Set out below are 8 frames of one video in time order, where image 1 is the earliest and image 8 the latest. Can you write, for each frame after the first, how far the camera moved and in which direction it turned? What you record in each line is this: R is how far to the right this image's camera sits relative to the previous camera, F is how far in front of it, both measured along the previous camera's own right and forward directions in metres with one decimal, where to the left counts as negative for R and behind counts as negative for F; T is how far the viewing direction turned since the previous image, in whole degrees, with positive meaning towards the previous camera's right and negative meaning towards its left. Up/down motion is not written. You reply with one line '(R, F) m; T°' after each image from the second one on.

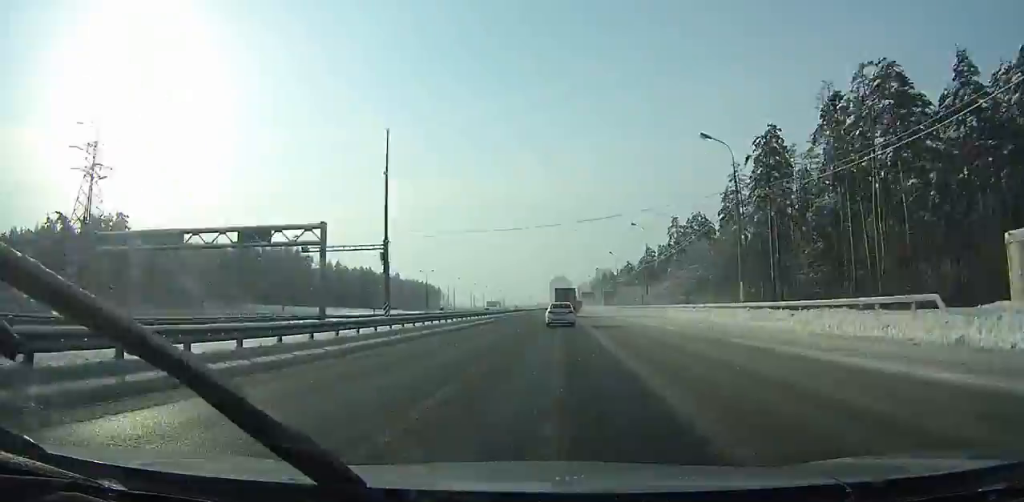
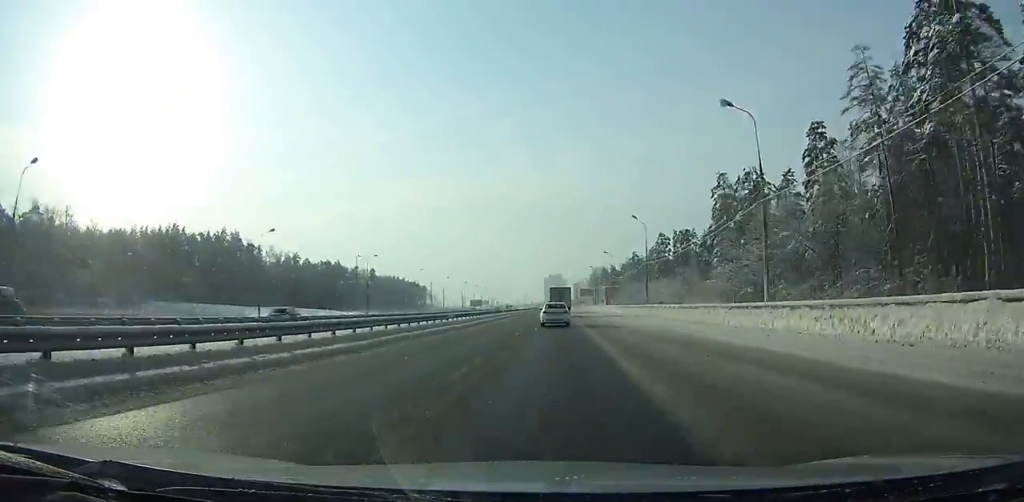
(+0.1, +45.7) m; 0°
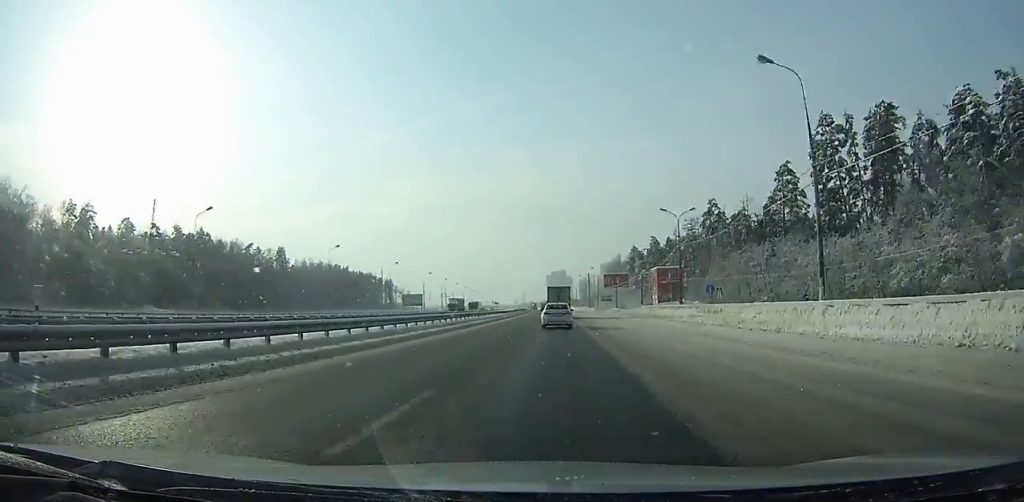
(-0.7, +131.6) m; -1°
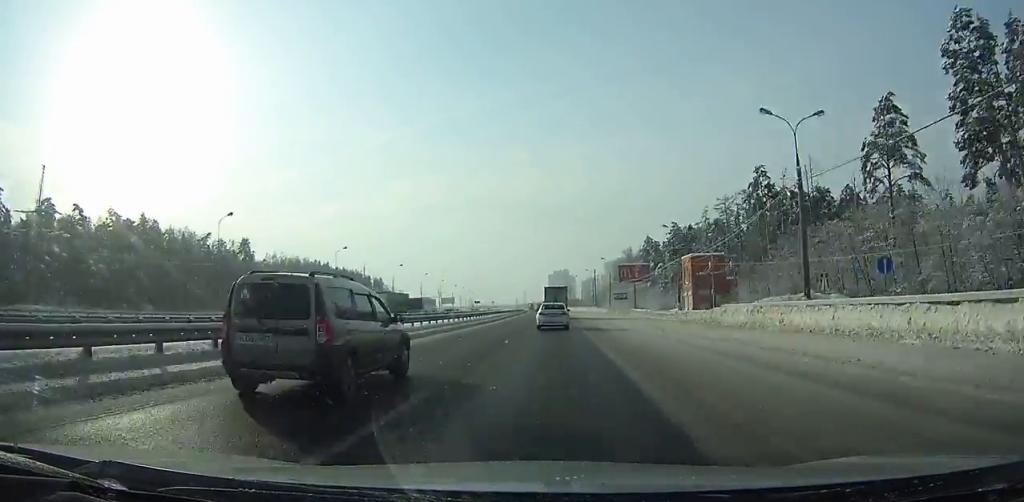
(0.0, +32.7) m; 0°
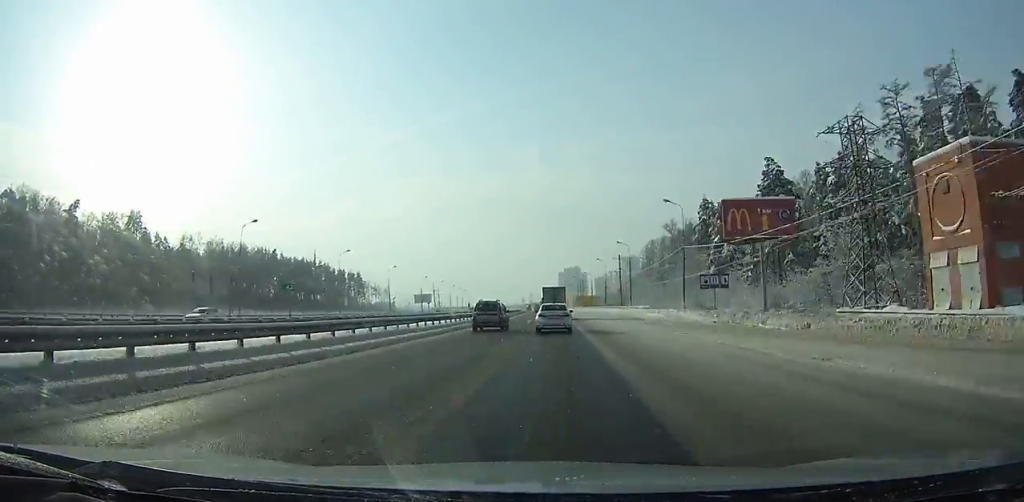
(-0.3, +69.3) m; -1°
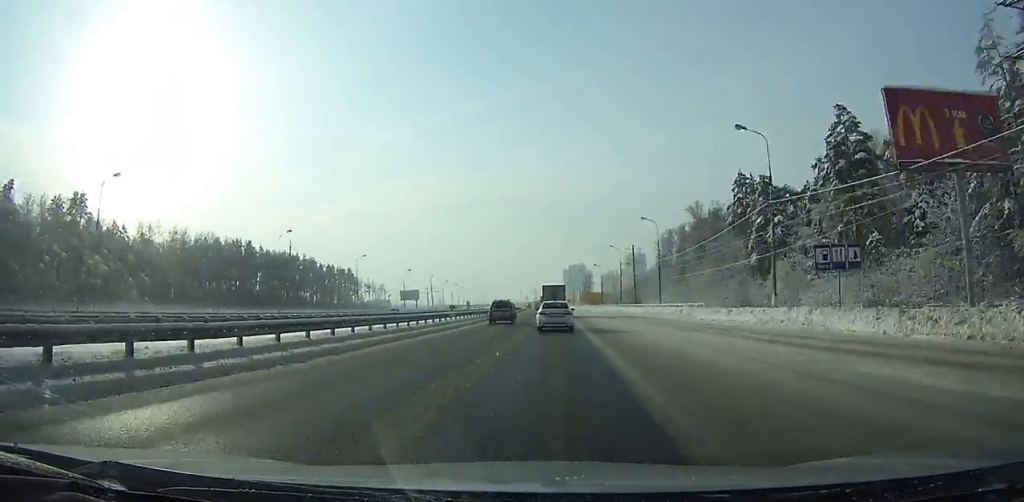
(0.0, +24.4) m; -1°
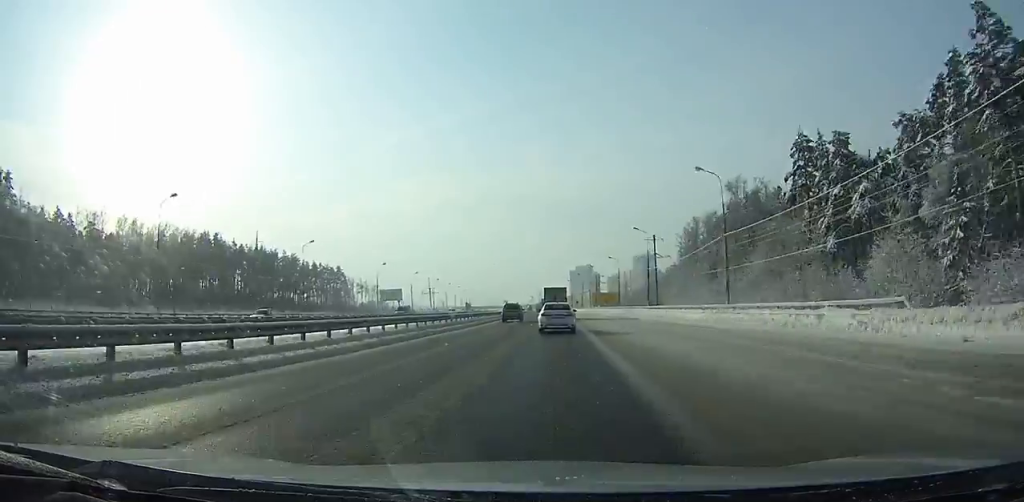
(-0.3, +26.4) m; -1°
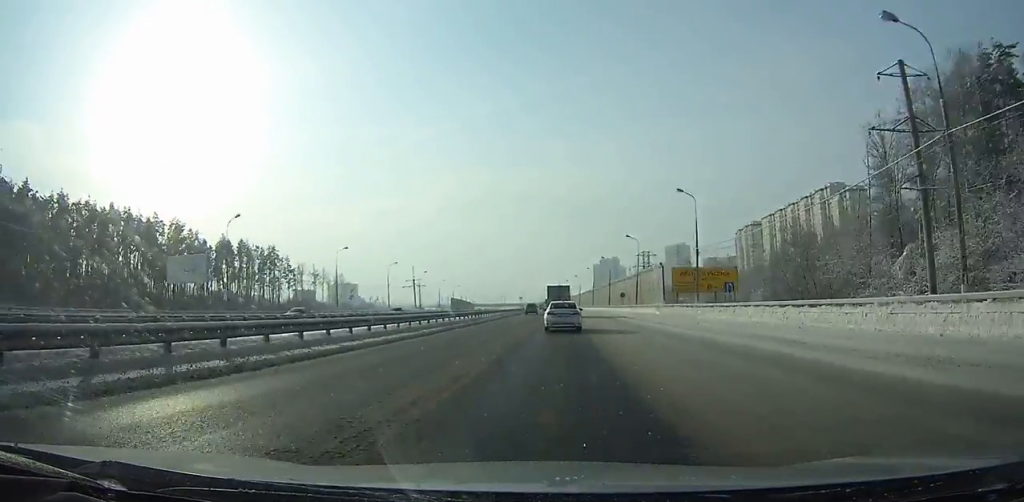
(-1.7, +97.1) m; -2°
